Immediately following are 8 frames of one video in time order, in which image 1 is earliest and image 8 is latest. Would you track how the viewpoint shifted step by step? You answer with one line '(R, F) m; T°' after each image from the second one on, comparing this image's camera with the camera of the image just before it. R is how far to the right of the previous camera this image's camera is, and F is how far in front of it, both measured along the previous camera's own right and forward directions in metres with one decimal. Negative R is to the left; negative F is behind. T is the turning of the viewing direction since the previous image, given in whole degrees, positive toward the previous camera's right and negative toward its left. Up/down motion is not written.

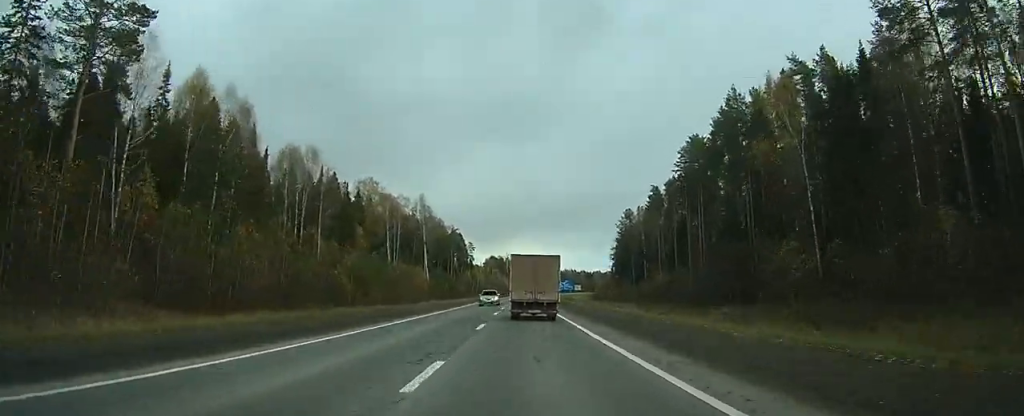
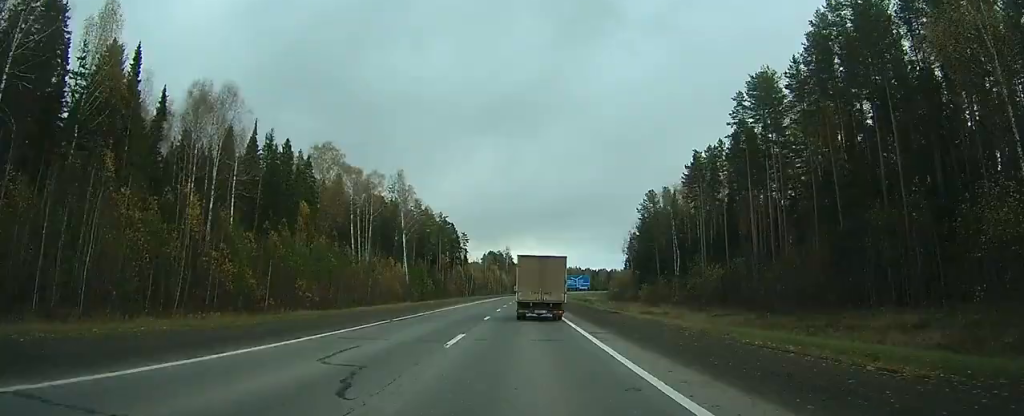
(+0.3, +30.2) m; +1°
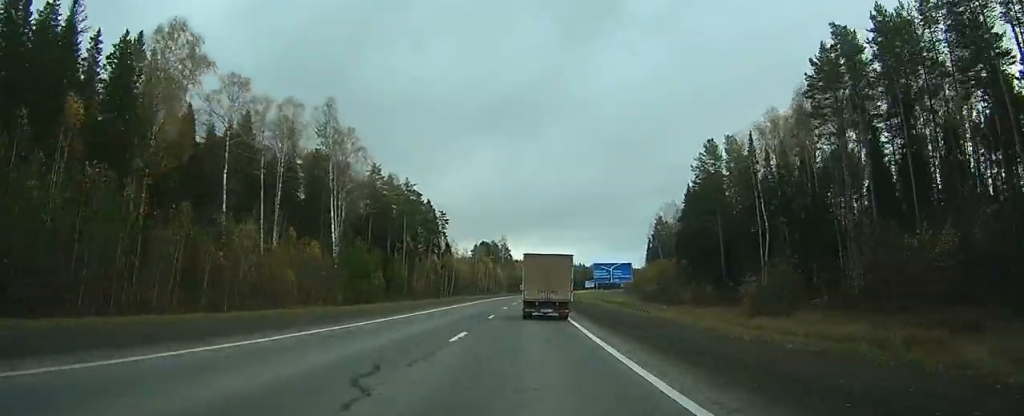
(+0.2, +47.8) m; +1°
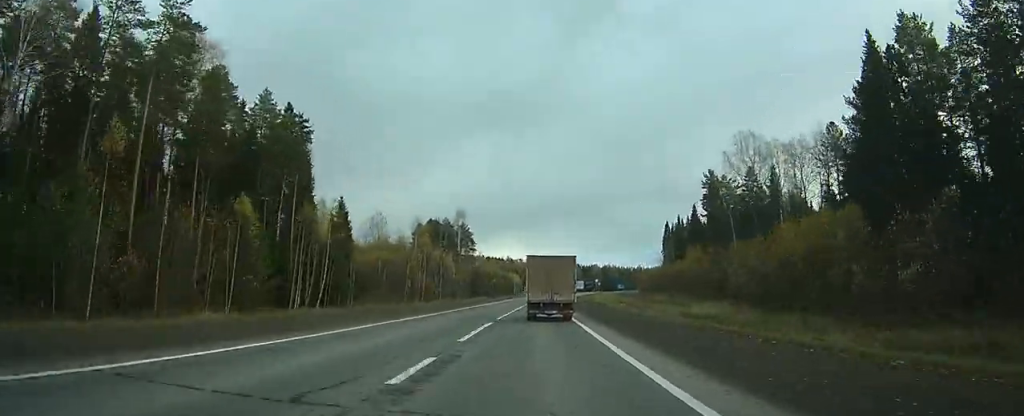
(+0.9, +78.3) m; +2°
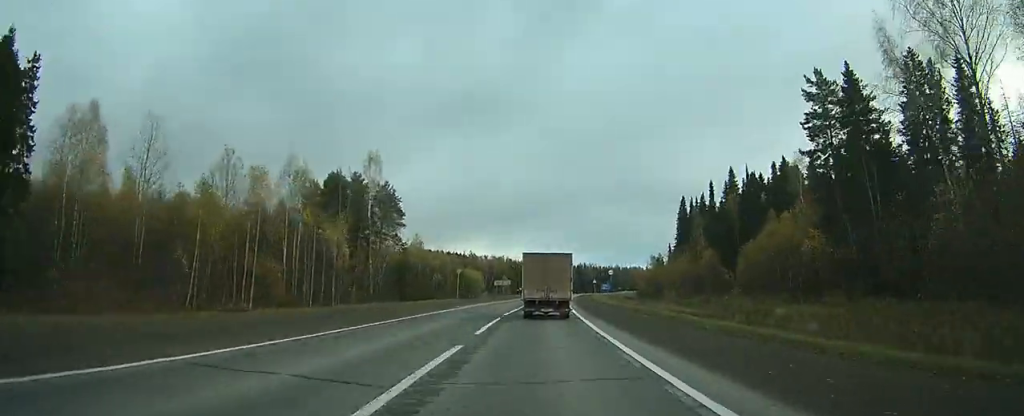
(+0.9, +59.1) m; +2°
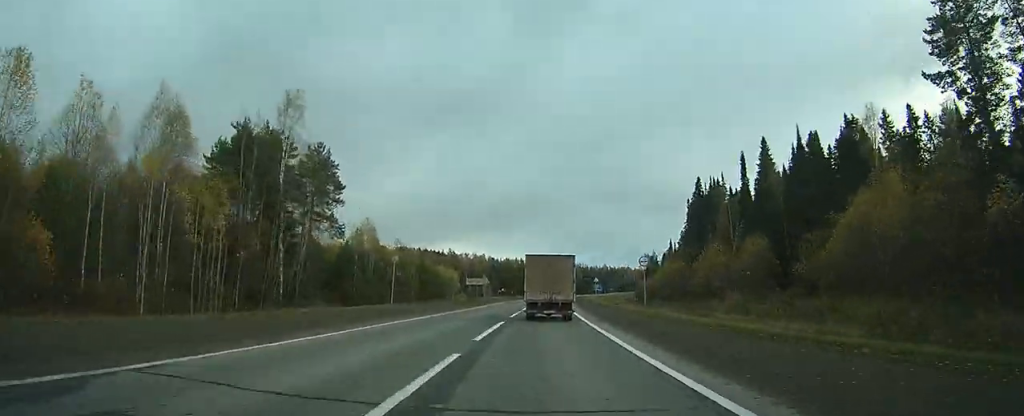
(+0.3, +27.1) m; +1°
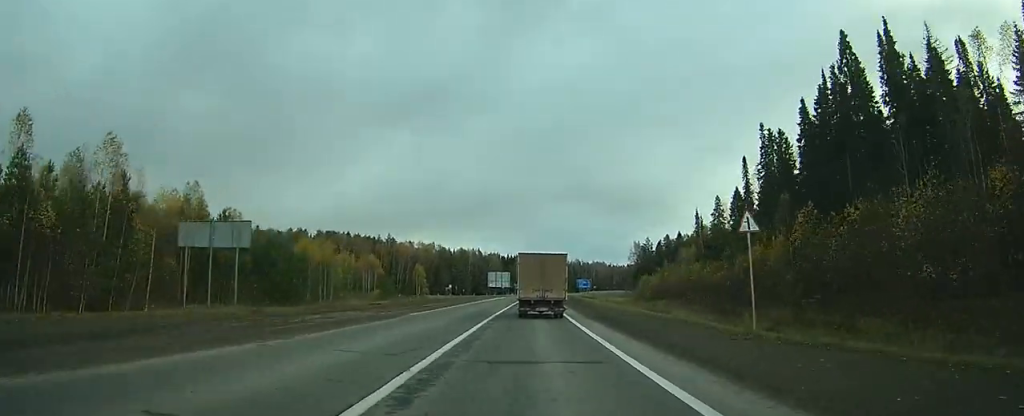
(+2.3, +74.2) m; +4°
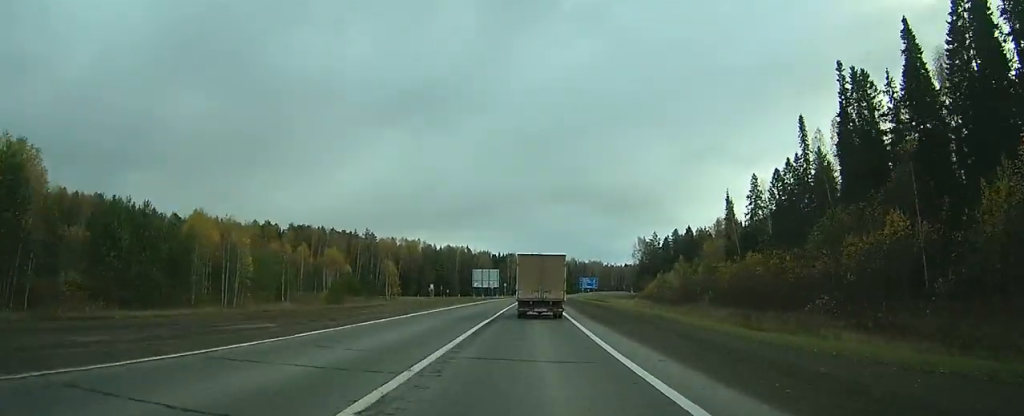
(+0.4, +26.5) m; +1°
